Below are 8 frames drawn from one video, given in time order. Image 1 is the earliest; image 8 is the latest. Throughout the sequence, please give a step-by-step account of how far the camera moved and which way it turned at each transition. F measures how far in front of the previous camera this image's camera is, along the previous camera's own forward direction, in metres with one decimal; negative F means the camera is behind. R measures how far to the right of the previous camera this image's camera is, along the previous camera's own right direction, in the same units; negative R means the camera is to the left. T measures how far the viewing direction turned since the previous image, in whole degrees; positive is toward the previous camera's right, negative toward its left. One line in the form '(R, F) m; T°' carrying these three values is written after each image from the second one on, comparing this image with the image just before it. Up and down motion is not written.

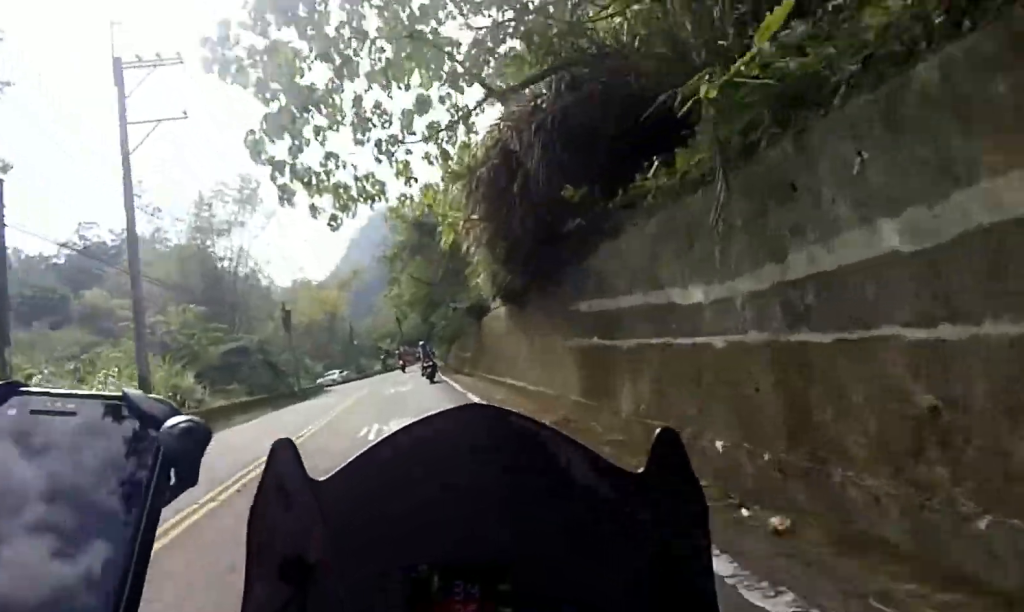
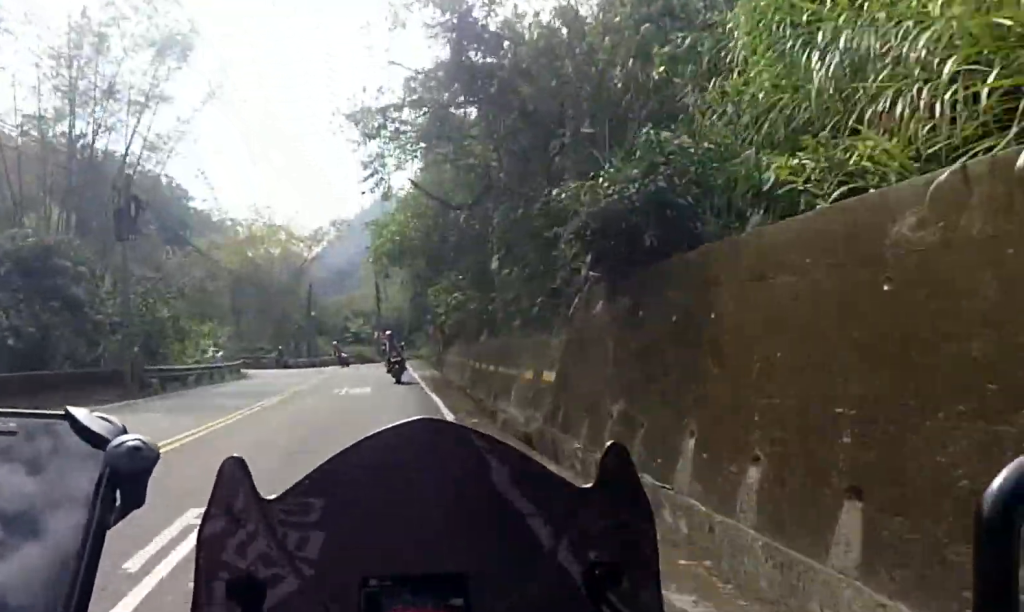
(+0.6, +18.3) m; +4°
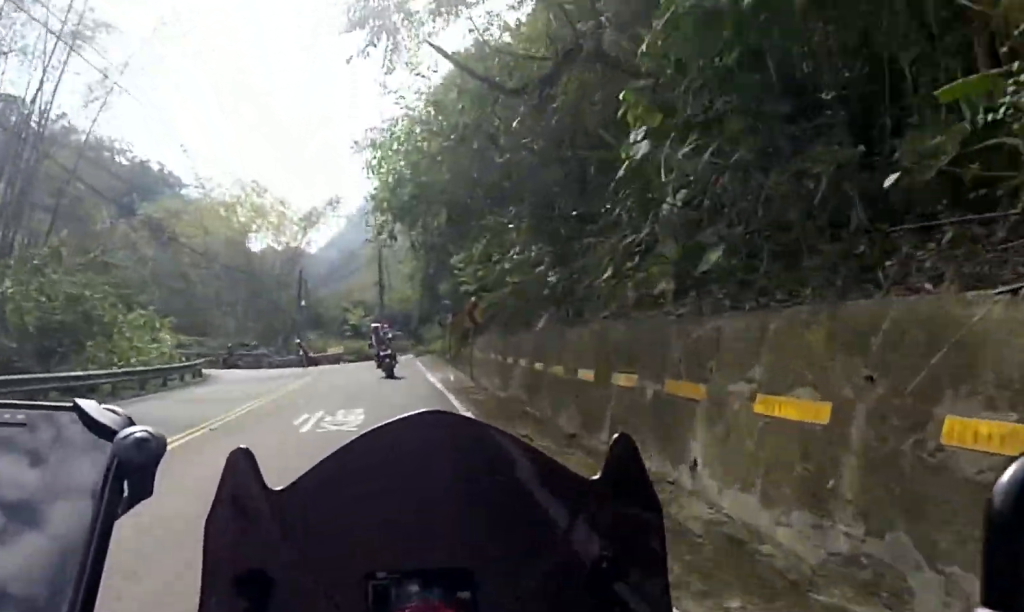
(+0.9, +7.4) m; -2°
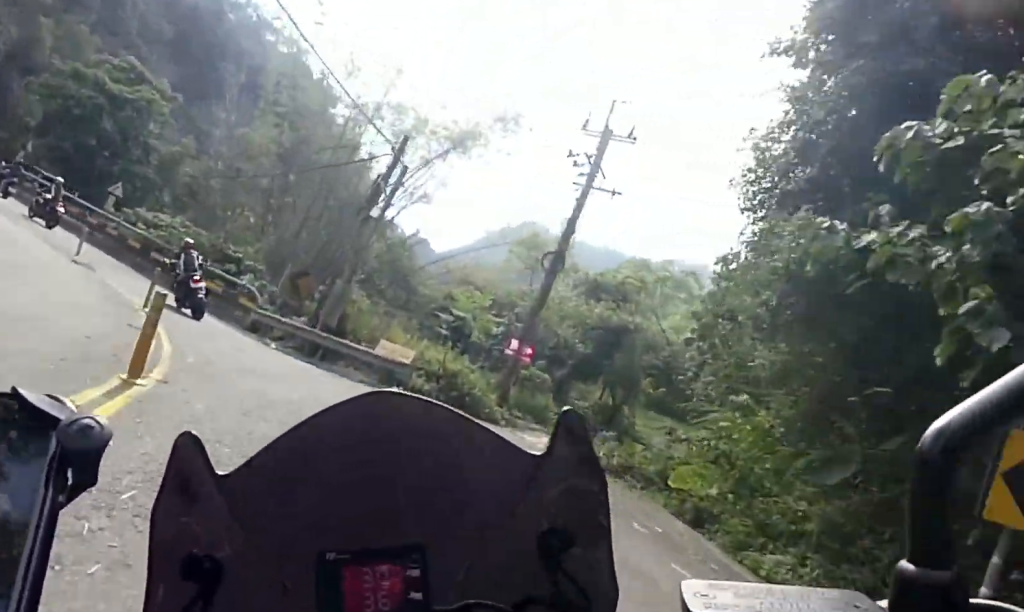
(-4.8, +22.6) m; -27°
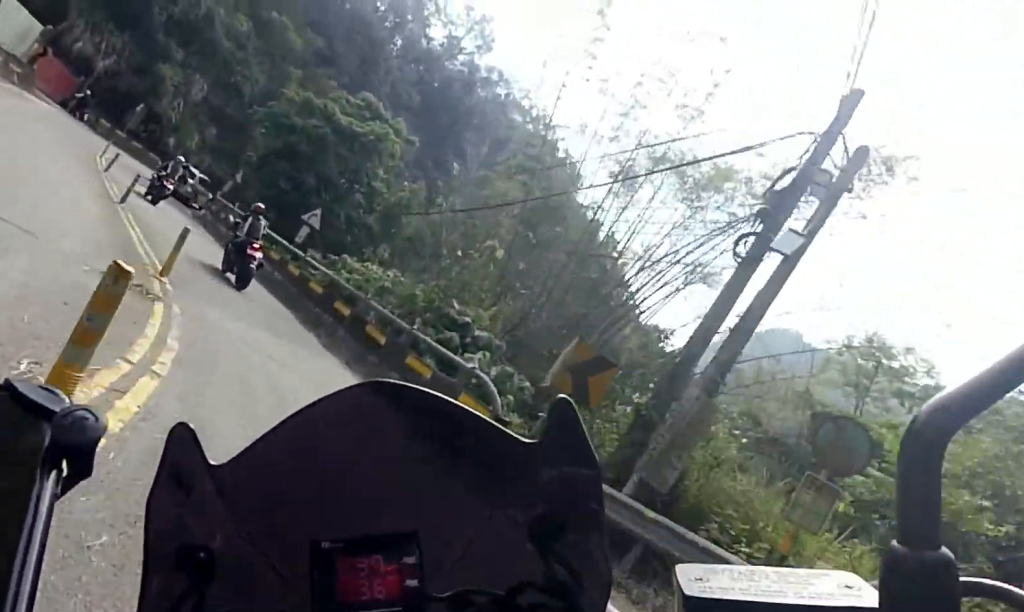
(-0.8, +8.3) m; -11°
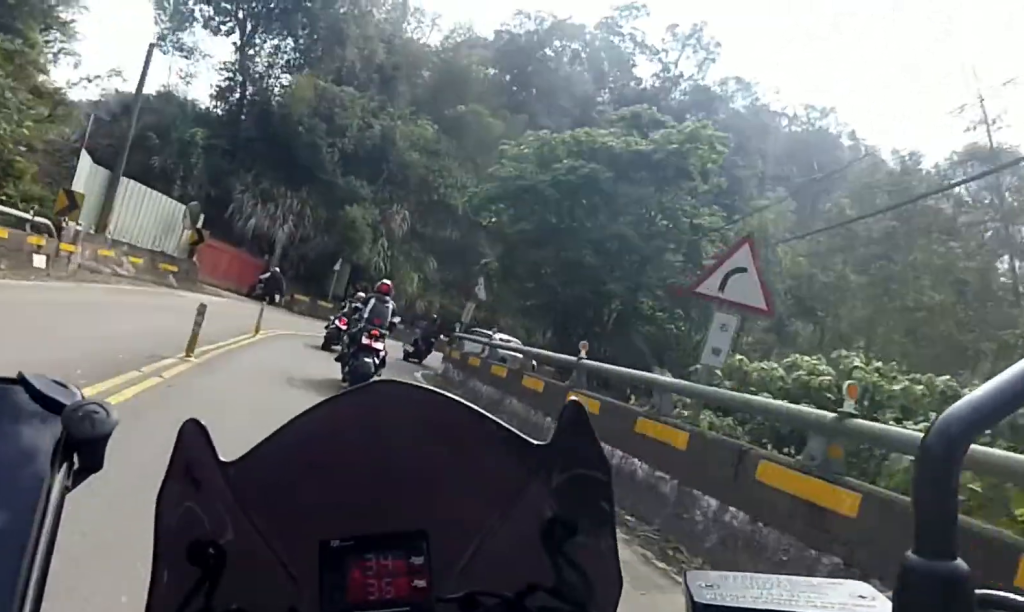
(-1.1, +9.6) m; -3°
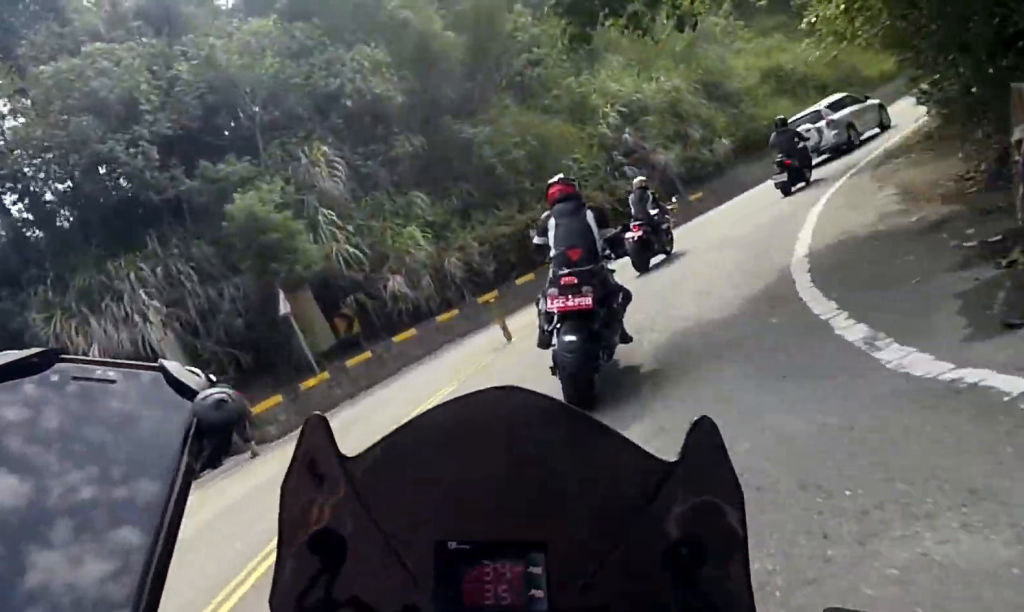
(+2.1, +12.0) m; +20°
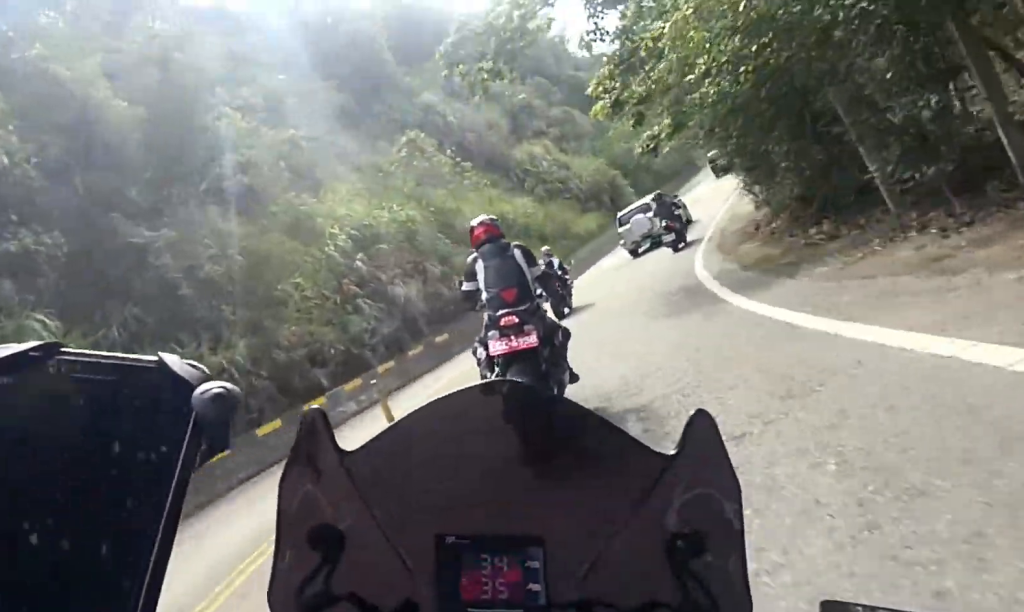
(+0.5, +7.7) m; +7°
